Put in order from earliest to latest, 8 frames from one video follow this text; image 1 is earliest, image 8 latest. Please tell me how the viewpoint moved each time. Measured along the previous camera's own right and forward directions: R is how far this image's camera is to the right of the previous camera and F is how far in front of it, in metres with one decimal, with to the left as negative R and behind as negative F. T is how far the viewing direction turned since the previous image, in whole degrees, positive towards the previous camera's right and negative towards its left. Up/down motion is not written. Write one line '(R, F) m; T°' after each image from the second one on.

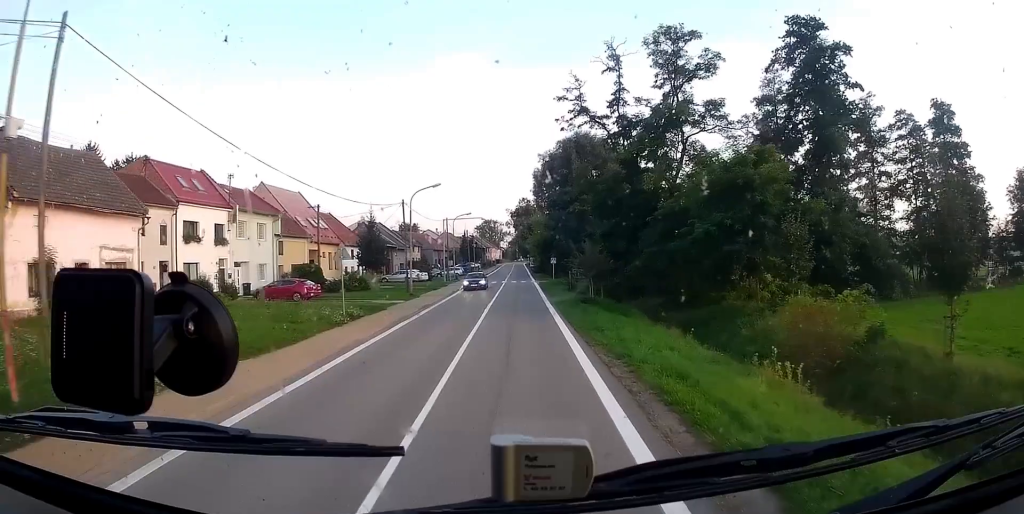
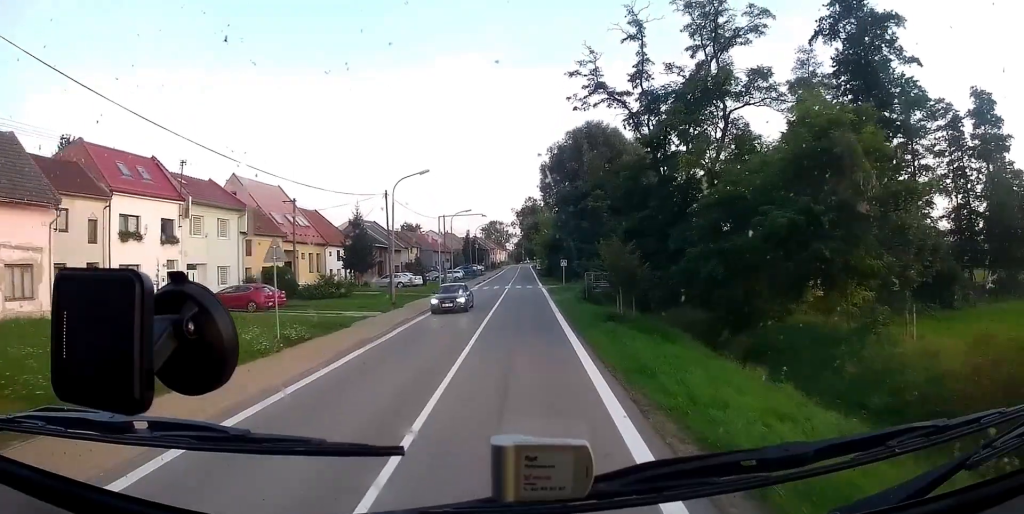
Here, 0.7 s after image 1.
(+0.5, +7.3) m; 0°
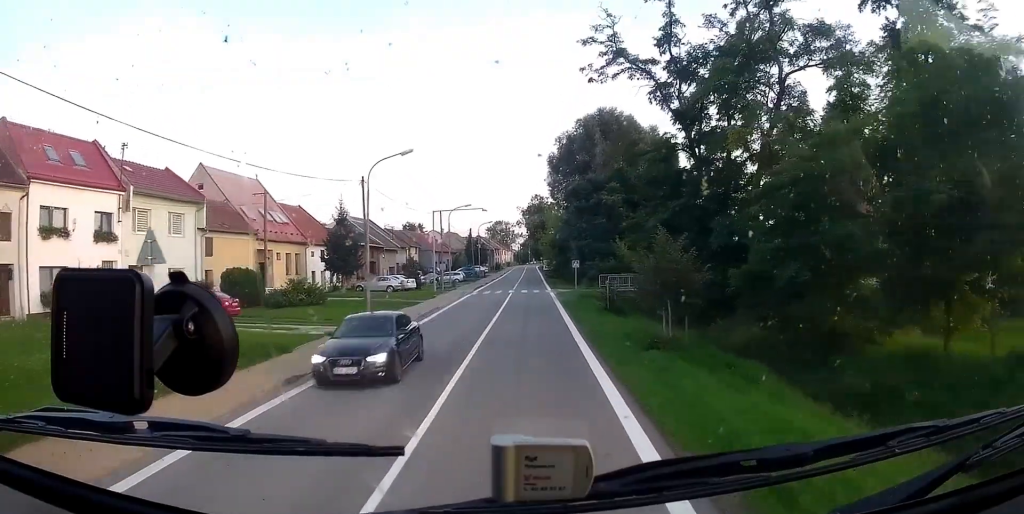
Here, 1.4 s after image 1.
(-0.2, +7.0) m; -1°
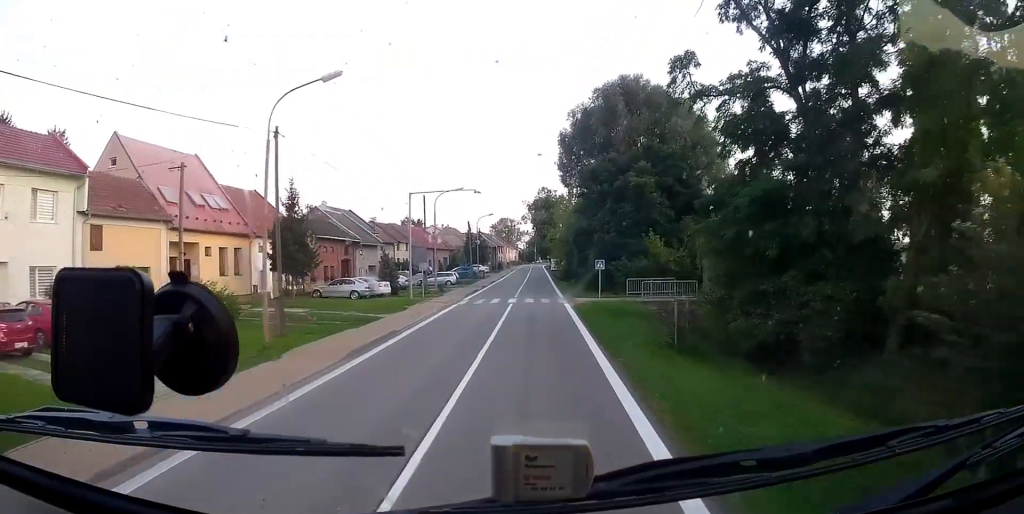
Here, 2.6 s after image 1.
(-0.2, +12.0) m; -1°
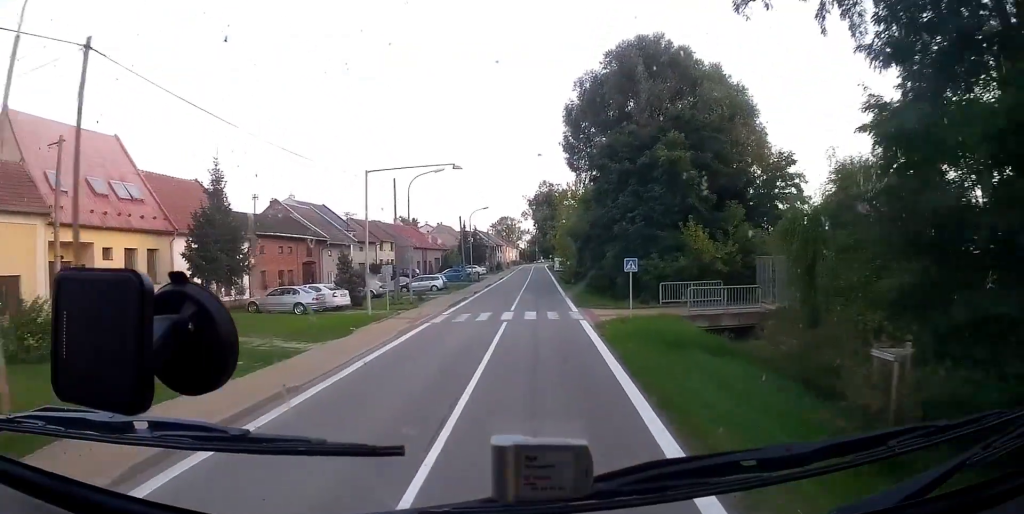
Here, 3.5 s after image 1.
(-0.1, +10.1) m; -2°
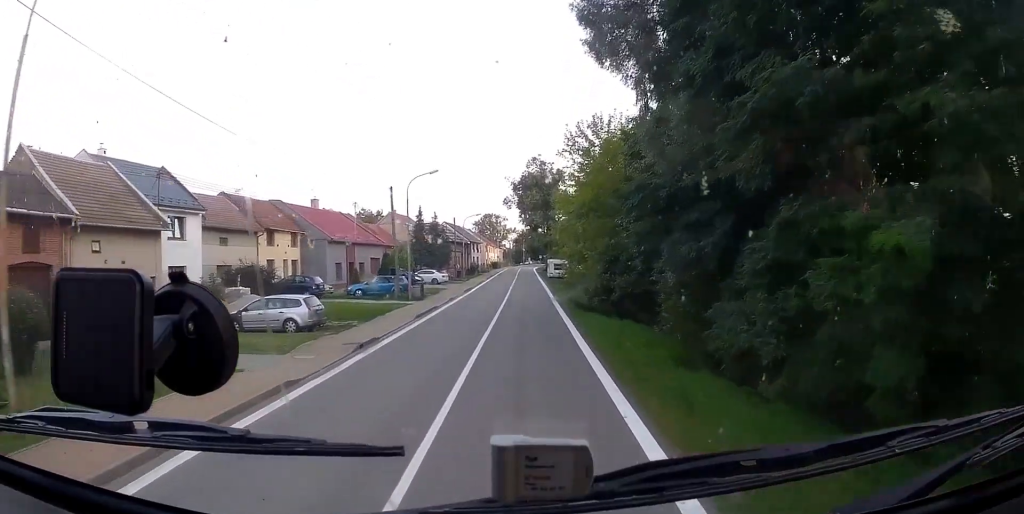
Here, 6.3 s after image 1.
(-0.5, +29.2) m; 0°
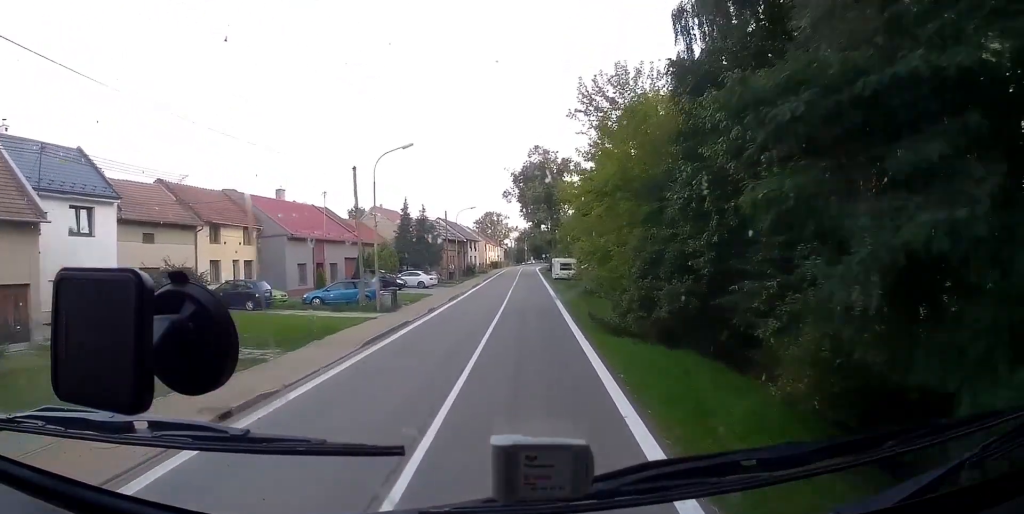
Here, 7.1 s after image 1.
(0.0, +9.0) m; 0°
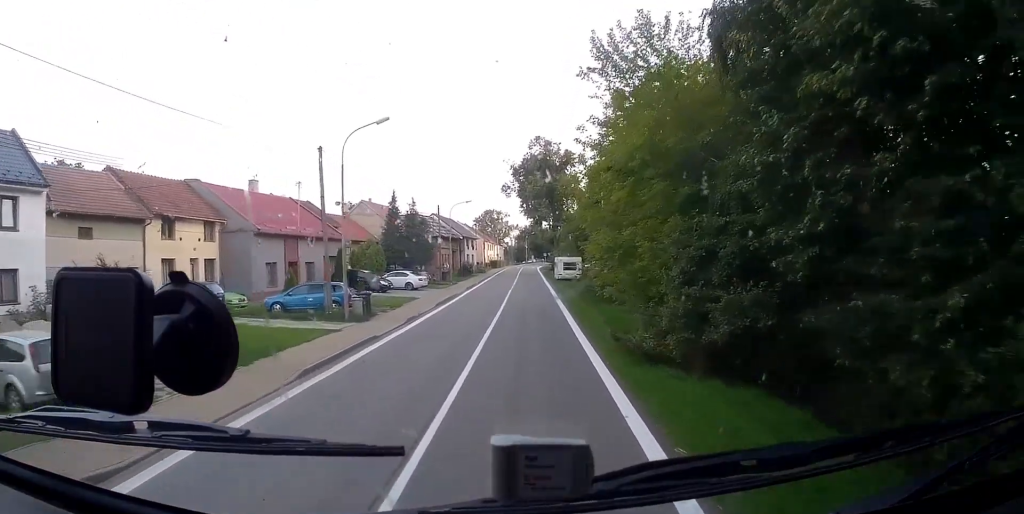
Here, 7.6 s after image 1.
(0.0, +5.5) m; 0°
